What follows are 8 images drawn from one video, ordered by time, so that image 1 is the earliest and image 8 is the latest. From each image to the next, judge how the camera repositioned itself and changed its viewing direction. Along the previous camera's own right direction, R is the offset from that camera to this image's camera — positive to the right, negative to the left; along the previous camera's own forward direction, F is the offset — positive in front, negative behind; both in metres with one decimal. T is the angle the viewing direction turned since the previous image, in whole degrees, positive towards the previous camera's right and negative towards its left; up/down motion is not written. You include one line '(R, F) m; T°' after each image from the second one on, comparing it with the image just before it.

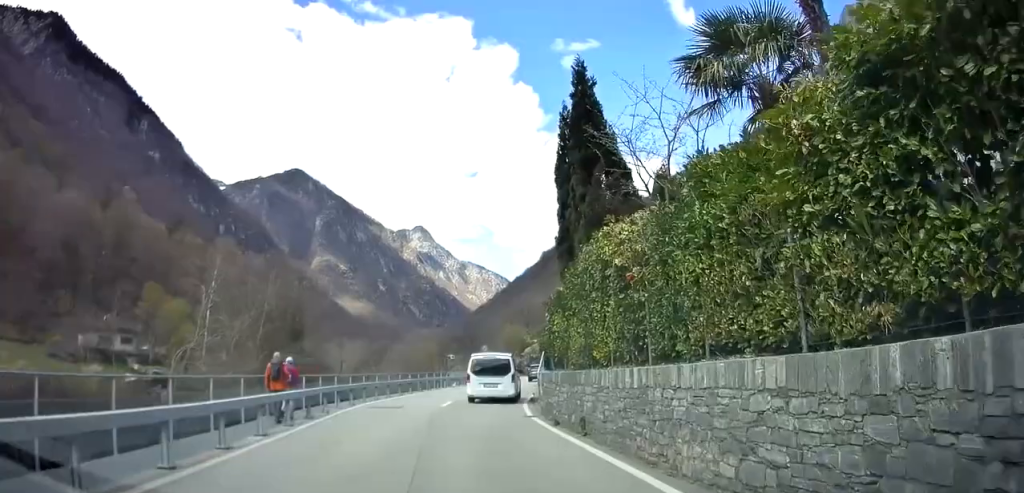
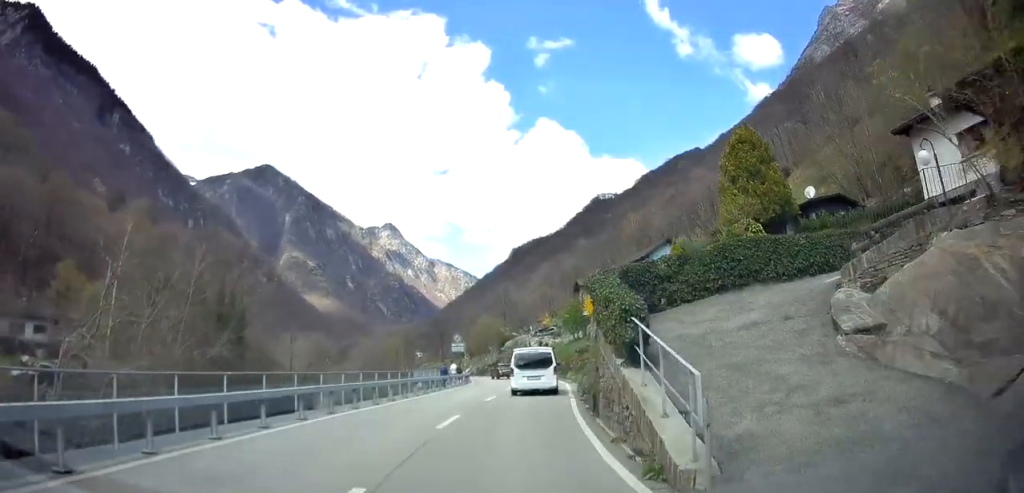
(0.0, +16.4) m; +2°
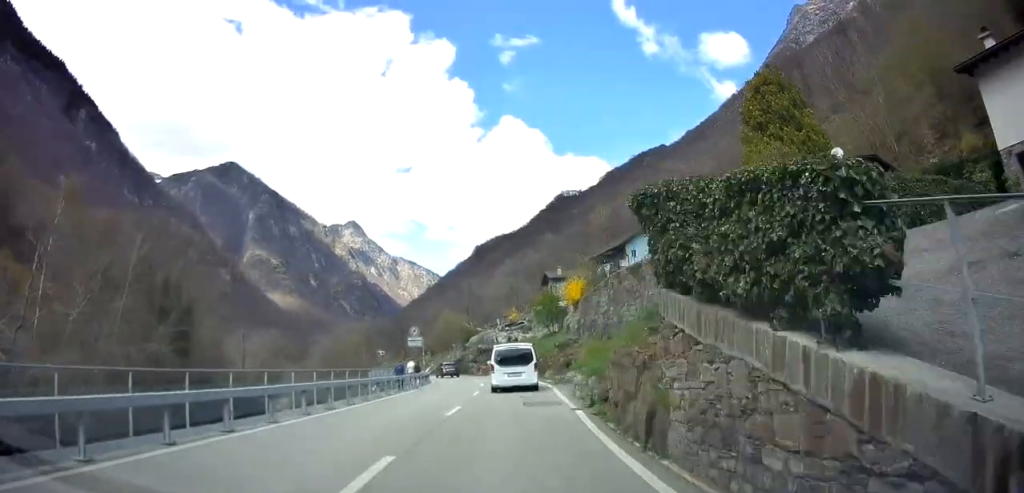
(-0.1, +7.0) m; +4°
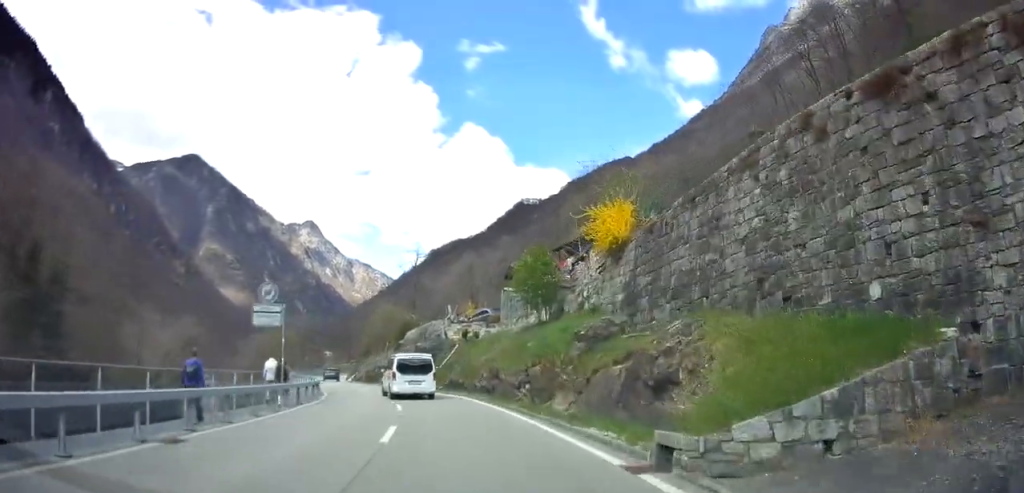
(+1.4, +21.6) m; +3°
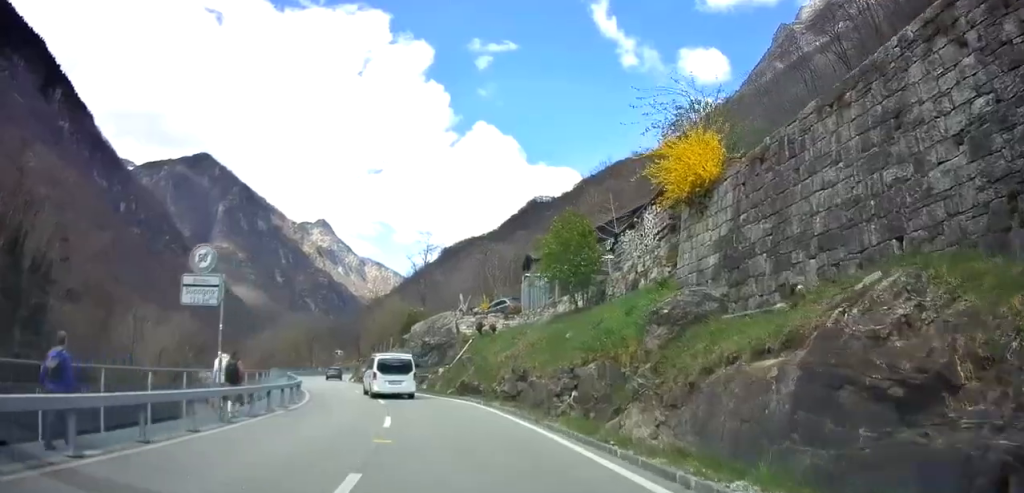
(+0.1, +6.0) m; -1°
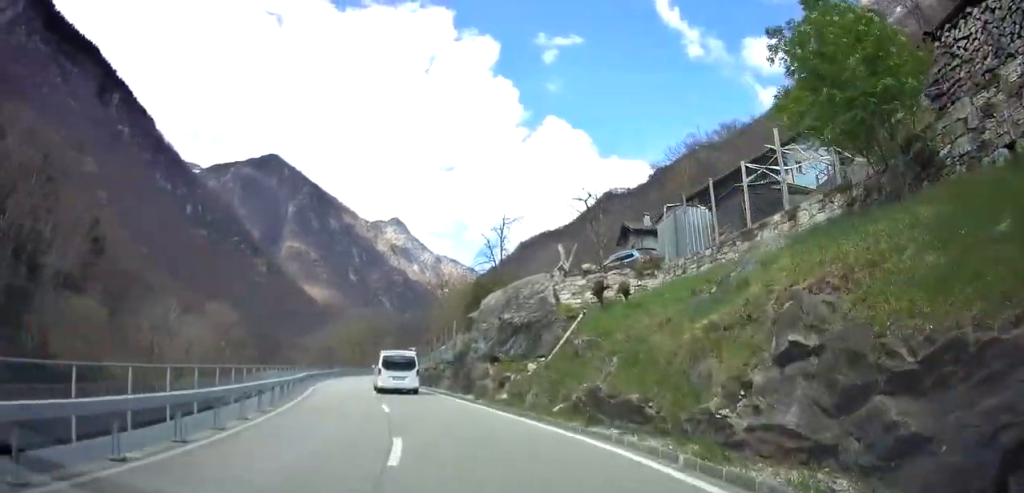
(-0.5, +14.2) m; -7°
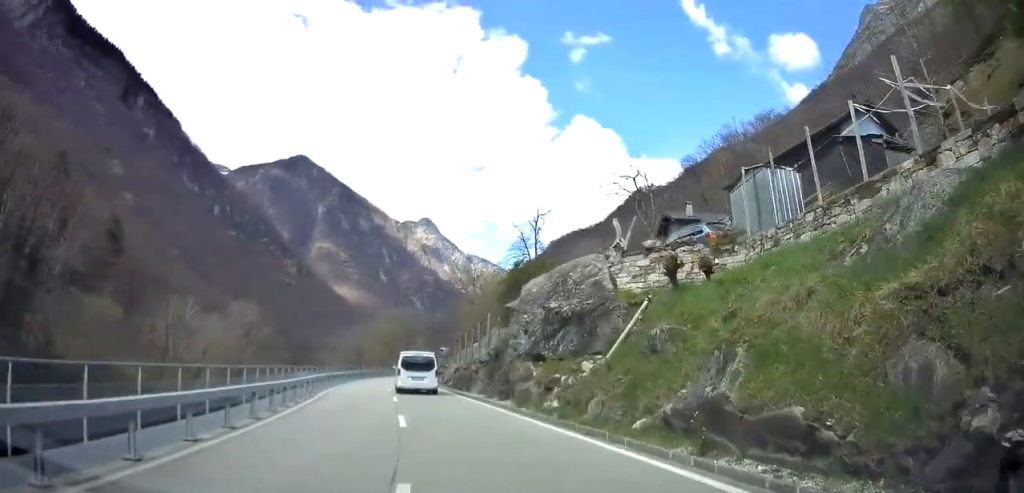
(-0.2, +4.3) m; -2°
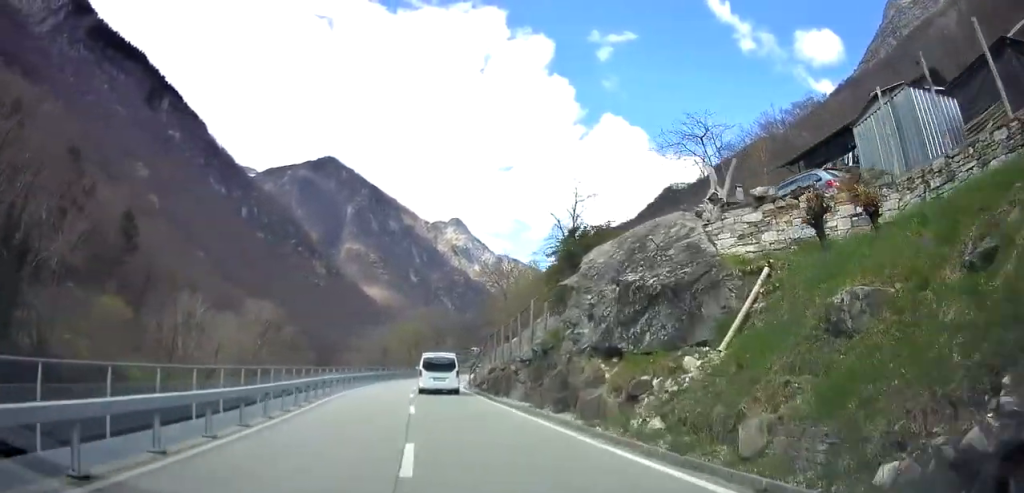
(-0.1, +5.4) m; -2°
